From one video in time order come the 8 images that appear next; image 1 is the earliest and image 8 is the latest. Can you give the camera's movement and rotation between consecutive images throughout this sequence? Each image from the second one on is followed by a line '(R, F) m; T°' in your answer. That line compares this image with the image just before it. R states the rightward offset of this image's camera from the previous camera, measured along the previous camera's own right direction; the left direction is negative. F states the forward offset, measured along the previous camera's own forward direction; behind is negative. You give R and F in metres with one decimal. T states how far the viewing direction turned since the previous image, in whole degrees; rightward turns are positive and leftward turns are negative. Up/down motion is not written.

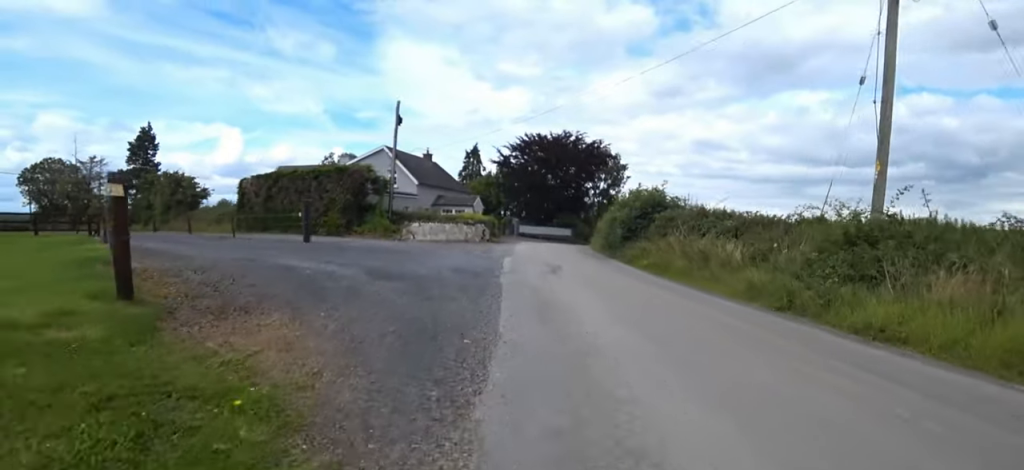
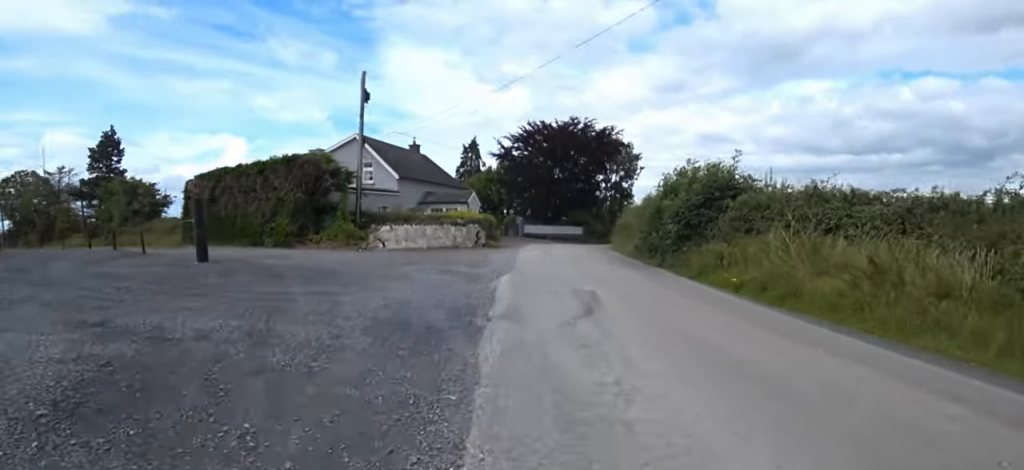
(+0.2, +5.4) m; +3°
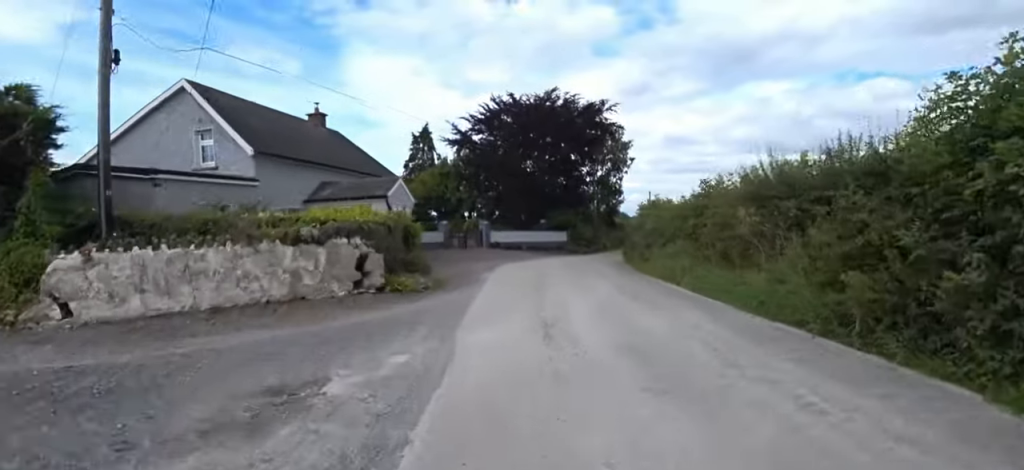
(+0.1, +11.1) m; 0°
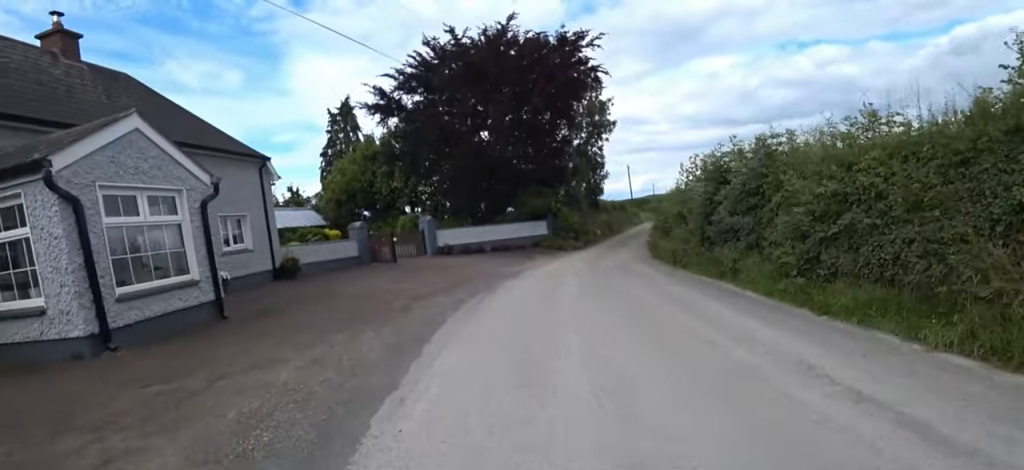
(+0.1, +10.6) m; 0°
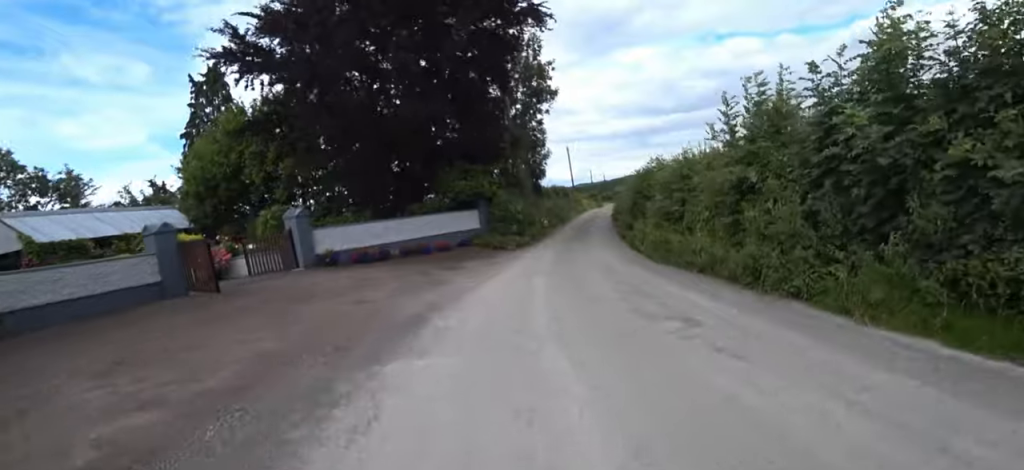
(-0.2, +7.2) m; +5°
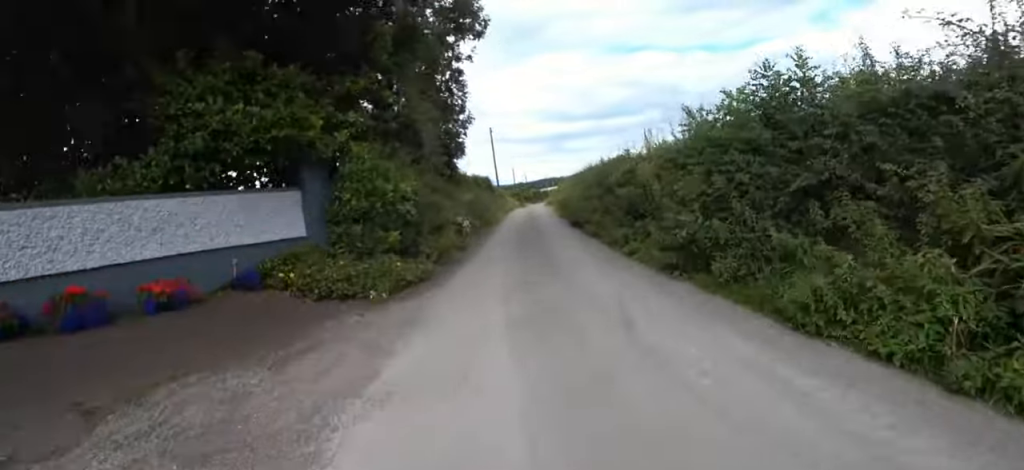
(+1.6, +10.8) m; +12°
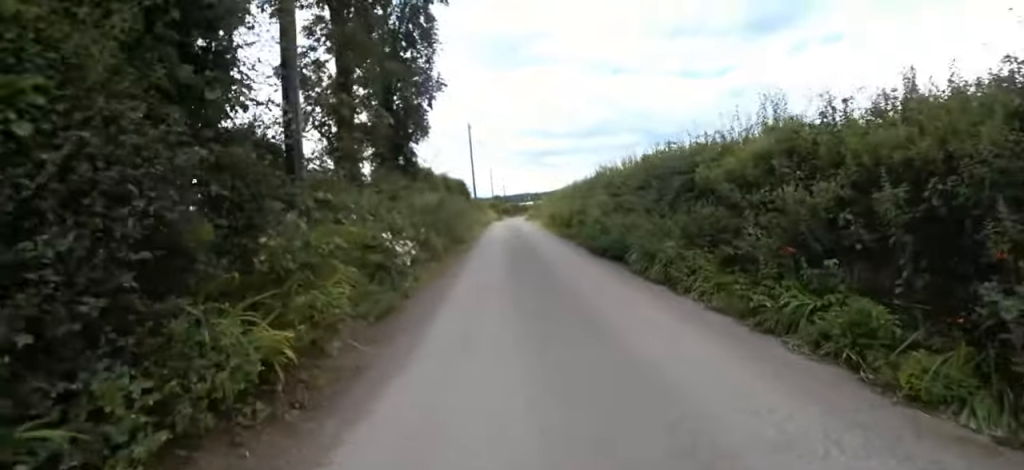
(+0.1, +6.8) m; +2°
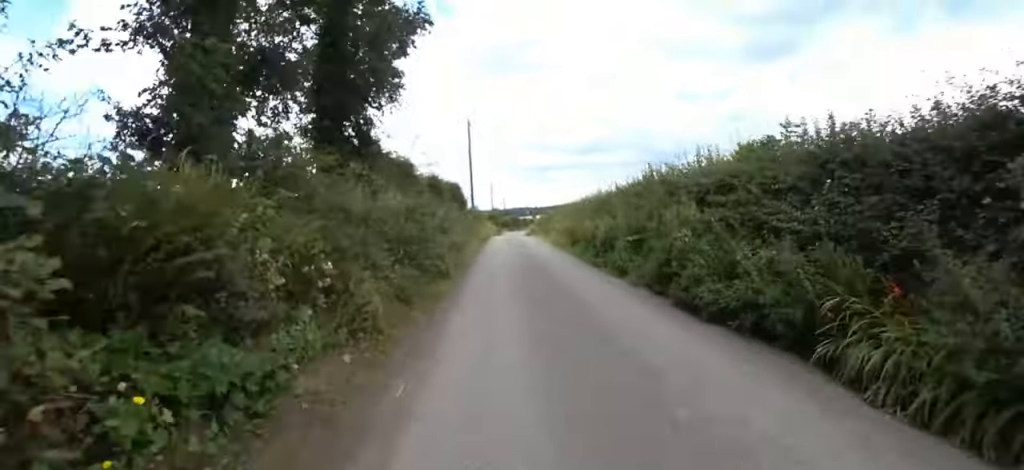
(0.0, +5.3) m; +3°
